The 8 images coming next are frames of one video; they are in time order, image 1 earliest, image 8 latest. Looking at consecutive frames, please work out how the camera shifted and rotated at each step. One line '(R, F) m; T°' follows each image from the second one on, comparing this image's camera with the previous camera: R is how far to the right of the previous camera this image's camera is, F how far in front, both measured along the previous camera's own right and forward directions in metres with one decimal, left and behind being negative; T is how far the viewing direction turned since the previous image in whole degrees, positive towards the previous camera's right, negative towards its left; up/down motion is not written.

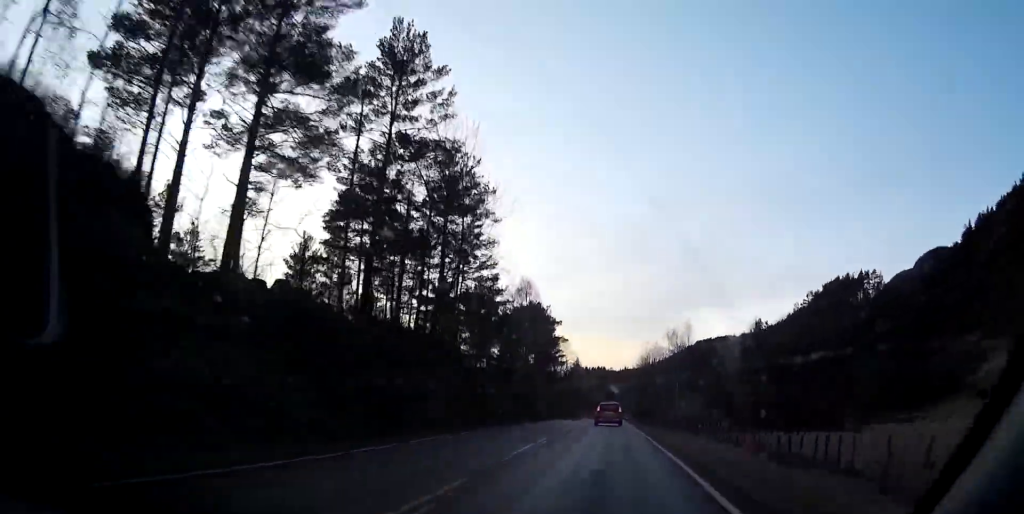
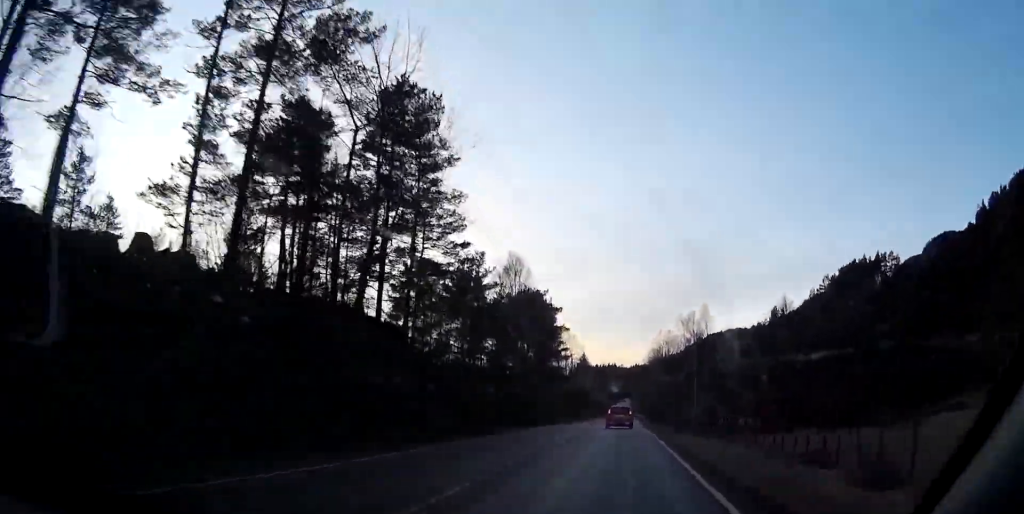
(-0.4, +12.1) m; -4°
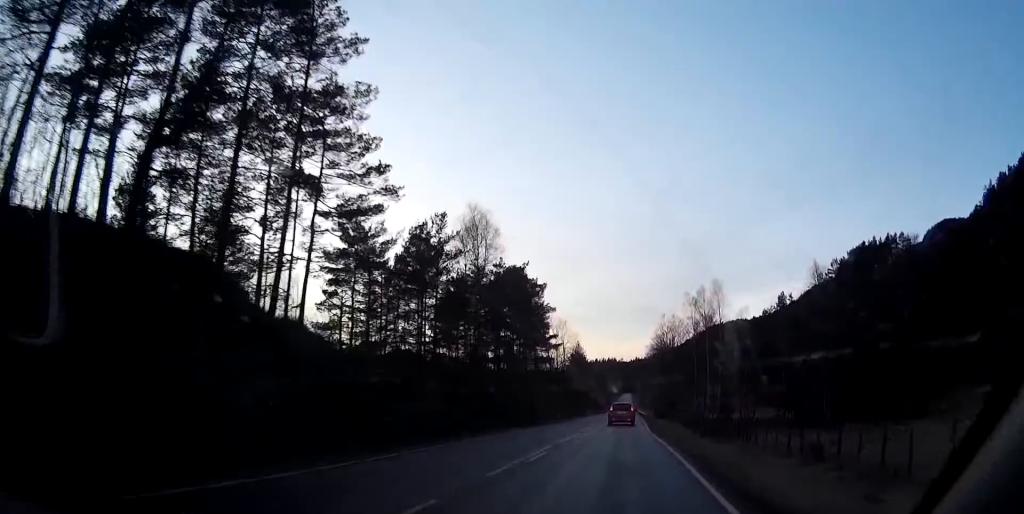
(-0.4, +14.0) m; -3°
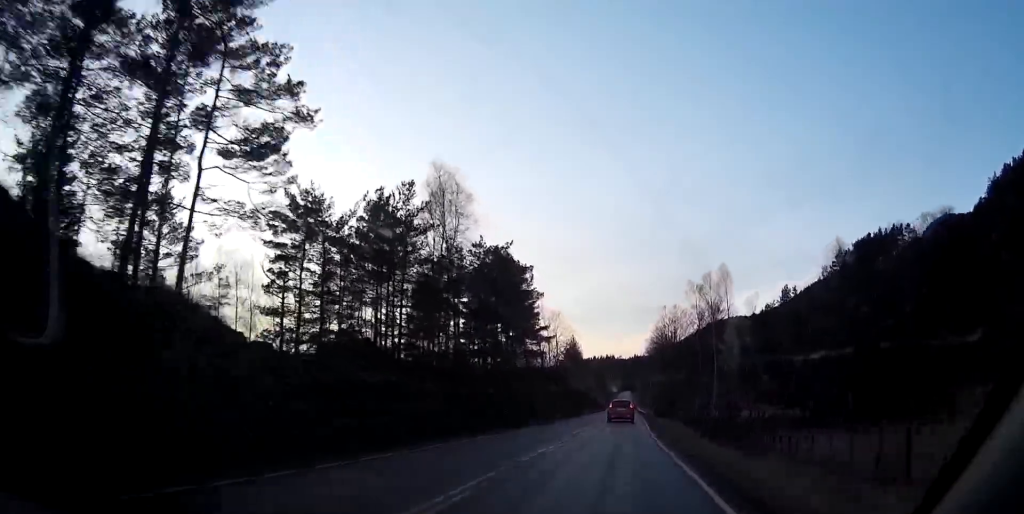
(-0.2, +8.0) m; -1°
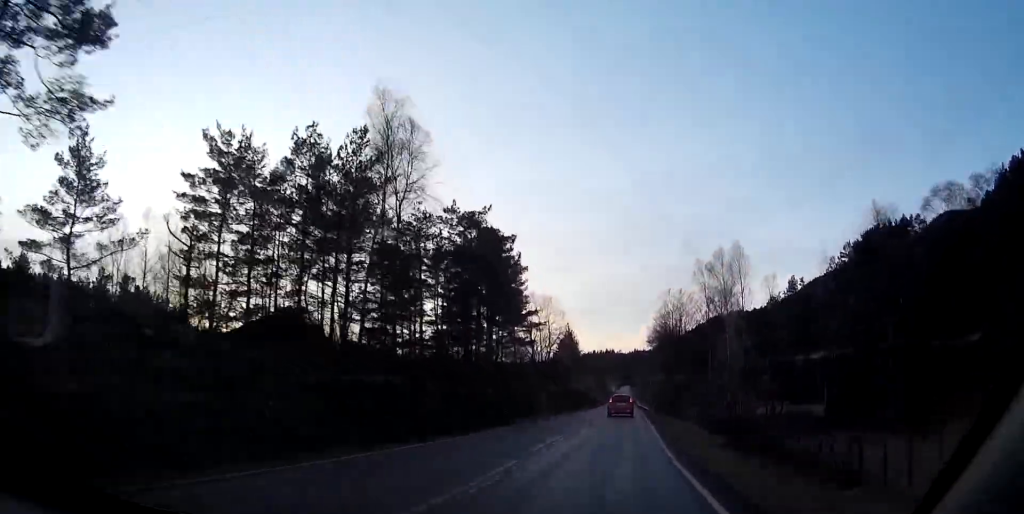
(-0.1, +9.3) m; -1°
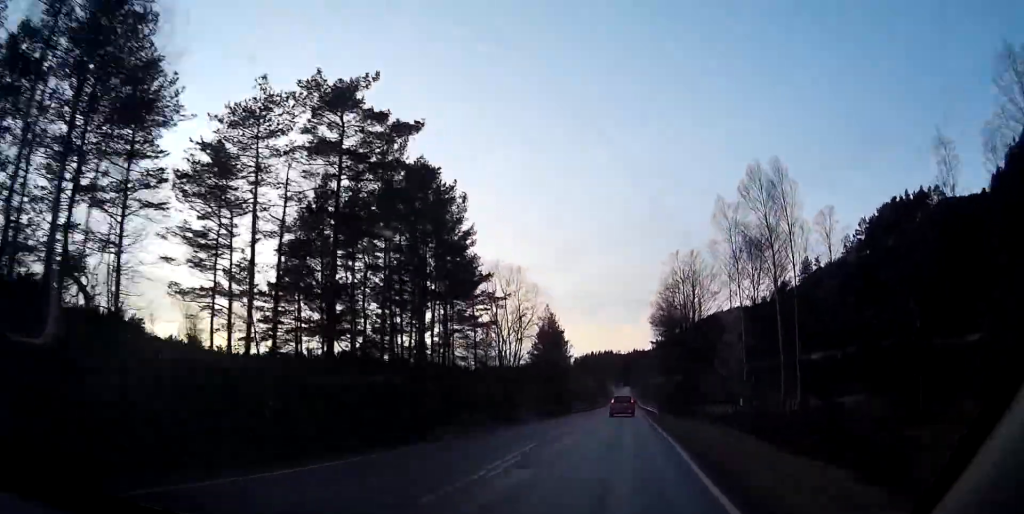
(0.0, +21.9) m; -1°
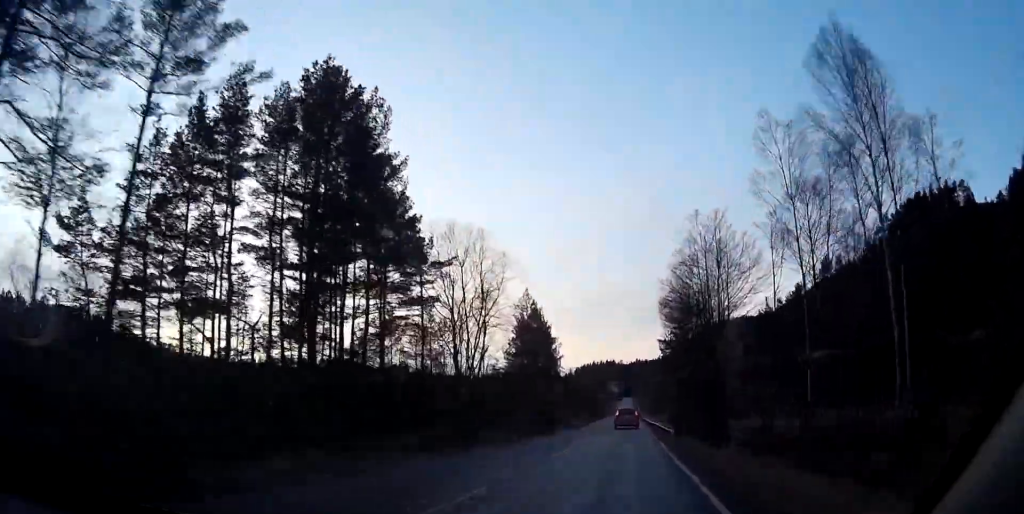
(-0.1, +17.6) m; -2°
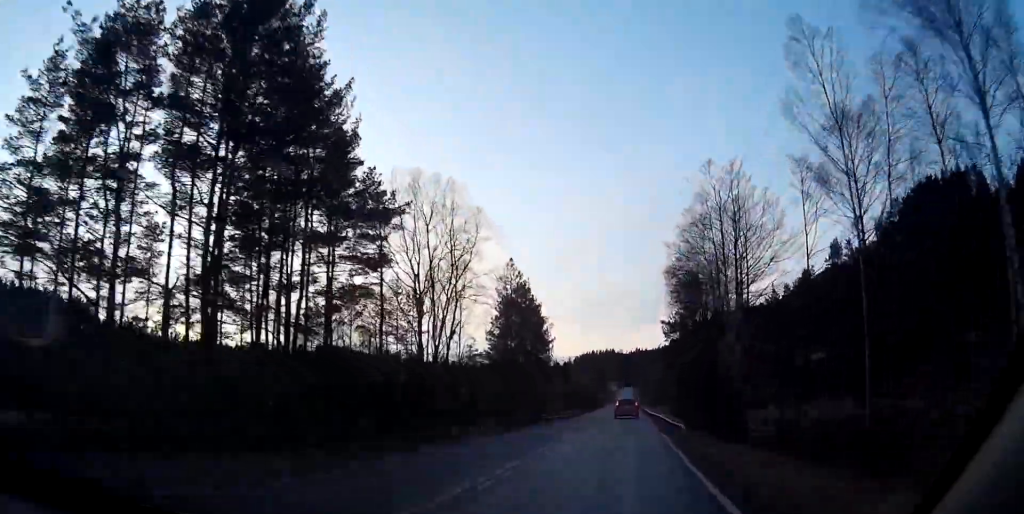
(-0.3, +8.4) m; 0°
